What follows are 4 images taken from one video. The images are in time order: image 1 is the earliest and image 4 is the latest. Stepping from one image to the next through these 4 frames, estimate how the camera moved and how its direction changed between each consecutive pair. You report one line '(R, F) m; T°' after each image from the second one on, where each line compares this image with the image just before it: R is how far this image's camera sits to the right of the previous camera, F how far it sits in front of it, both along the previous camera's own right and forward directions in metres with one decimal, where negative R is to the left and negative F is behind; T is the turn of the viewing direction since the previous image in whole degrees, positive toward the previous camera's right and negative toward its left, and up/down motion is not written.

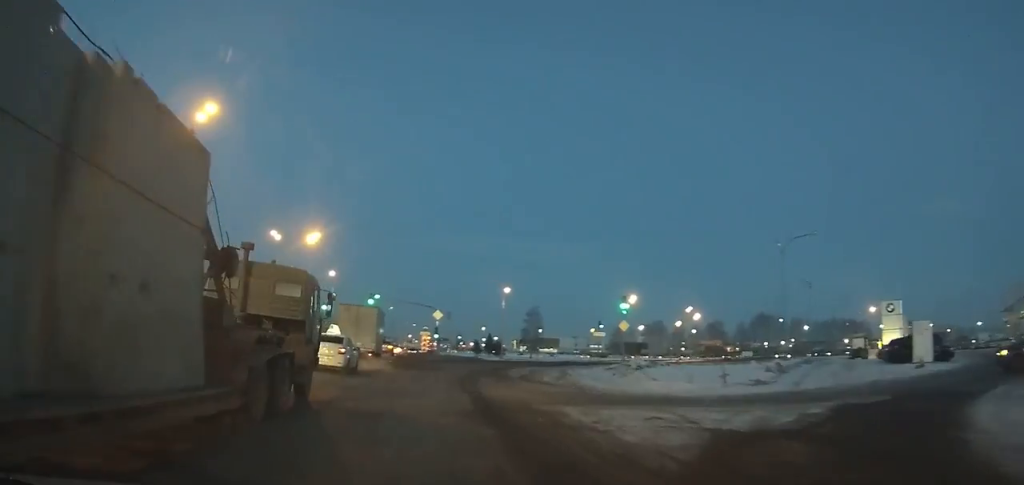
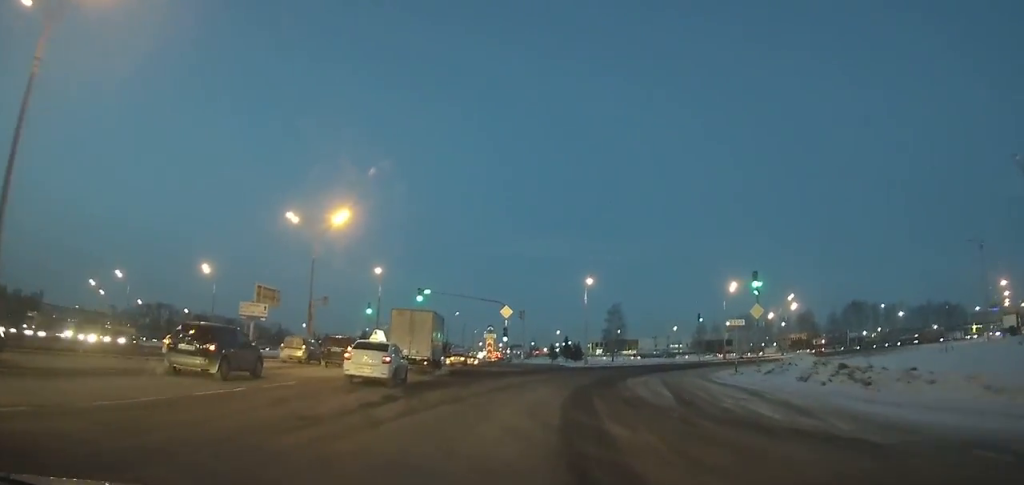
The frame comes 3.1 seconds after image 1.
(0.0, +18.6) m; +5°
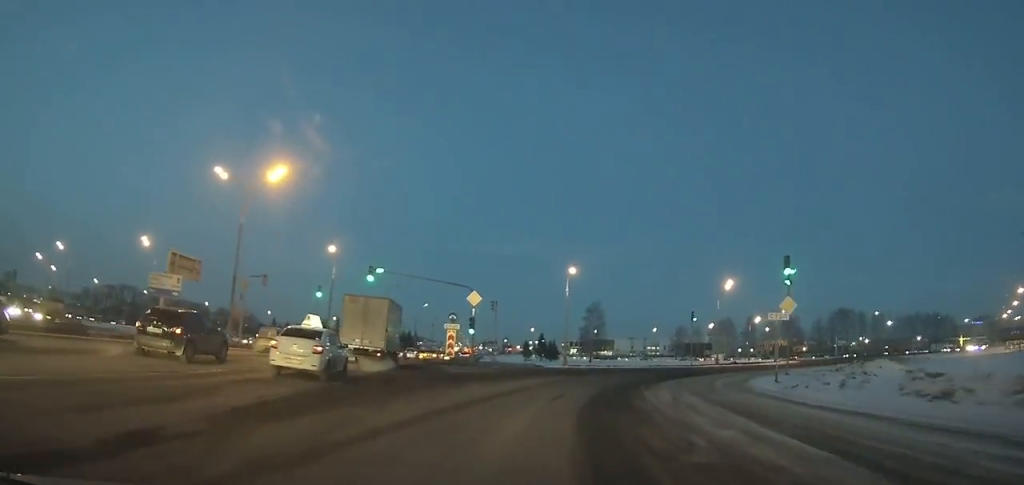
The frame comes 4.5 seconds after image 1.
(-0.3, +10.0) m; +5°
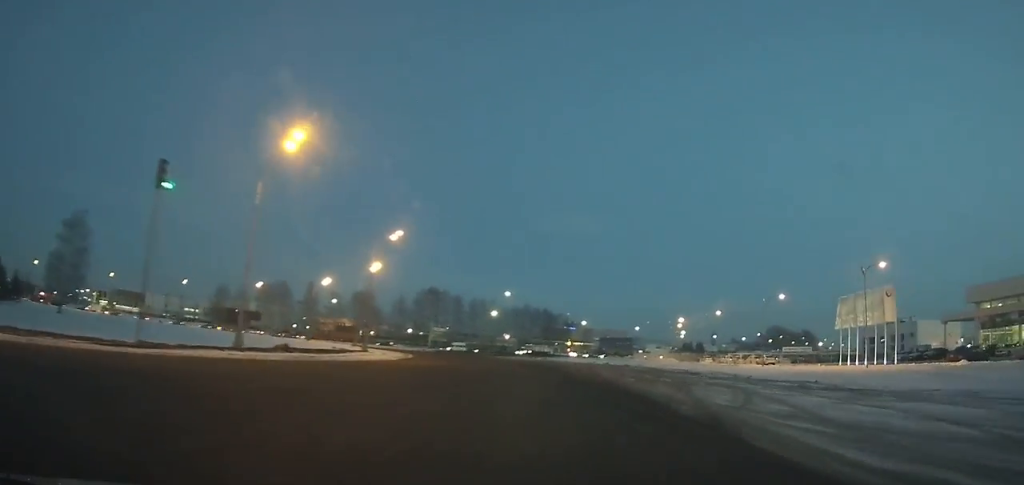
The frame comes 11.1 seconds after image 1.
(+18.8, +56.2) m; +31°
